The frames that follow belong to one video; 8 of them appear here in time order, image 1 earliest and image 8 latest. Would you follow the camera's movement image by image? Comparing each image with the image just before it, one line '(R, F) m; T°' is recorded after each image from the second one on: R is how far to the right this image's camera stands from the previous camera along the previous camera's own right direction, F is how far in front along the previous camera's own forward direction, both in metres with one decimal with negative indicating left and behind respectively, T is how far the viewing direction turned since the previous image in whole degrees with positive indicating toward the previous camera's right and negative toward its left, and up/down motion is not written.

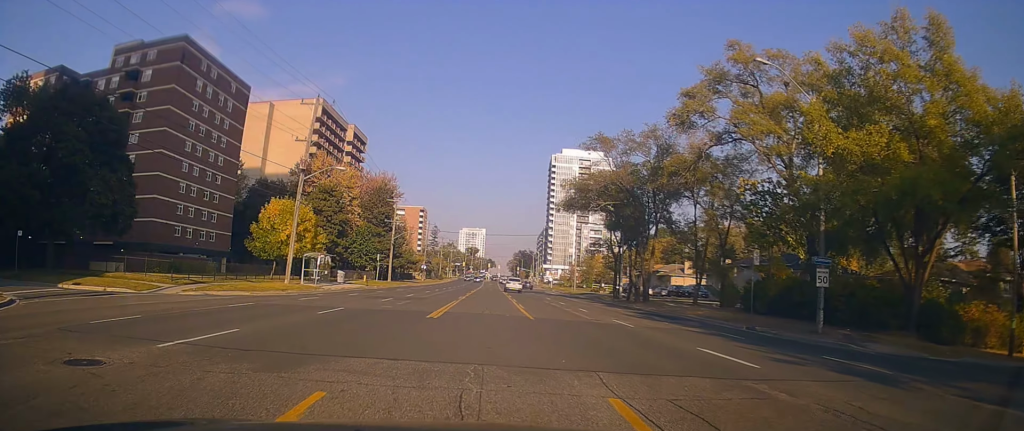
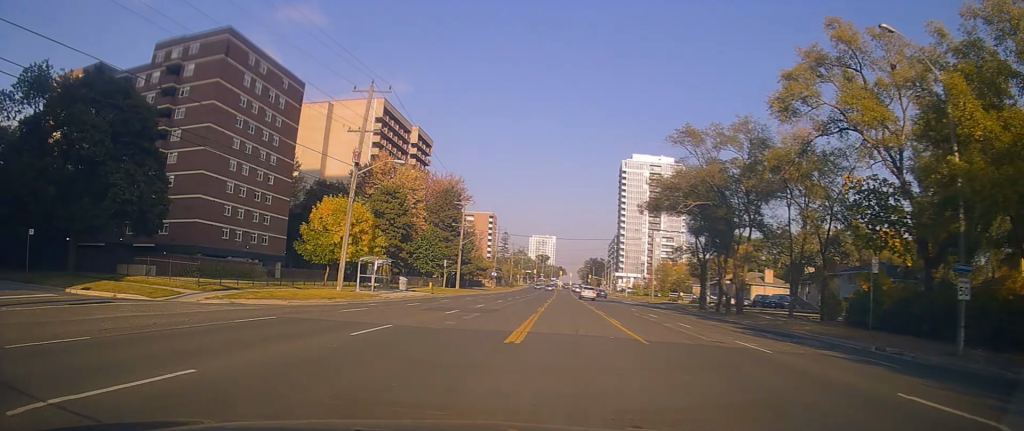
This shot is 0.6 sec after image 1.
(-0.3, +5.3) m; -6°
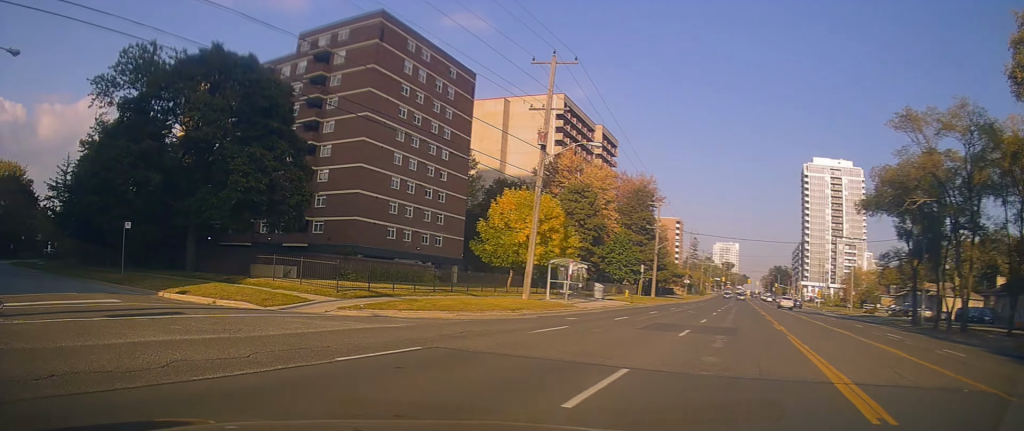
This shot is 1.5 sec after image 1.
(+0.2, +6.9) m; -13°
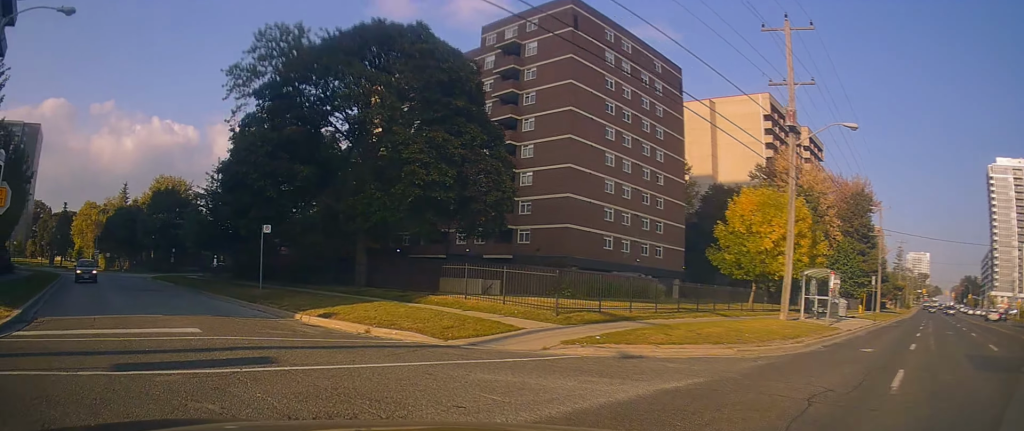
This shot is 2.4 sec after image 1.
(-1.5, +6.6) m; -26°
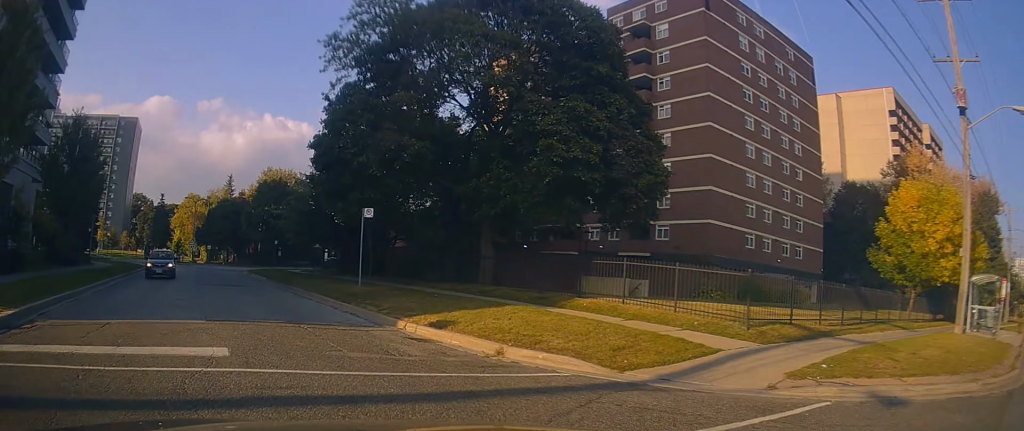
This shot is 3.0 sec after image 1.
(-1.0, +4.2) m; -10°
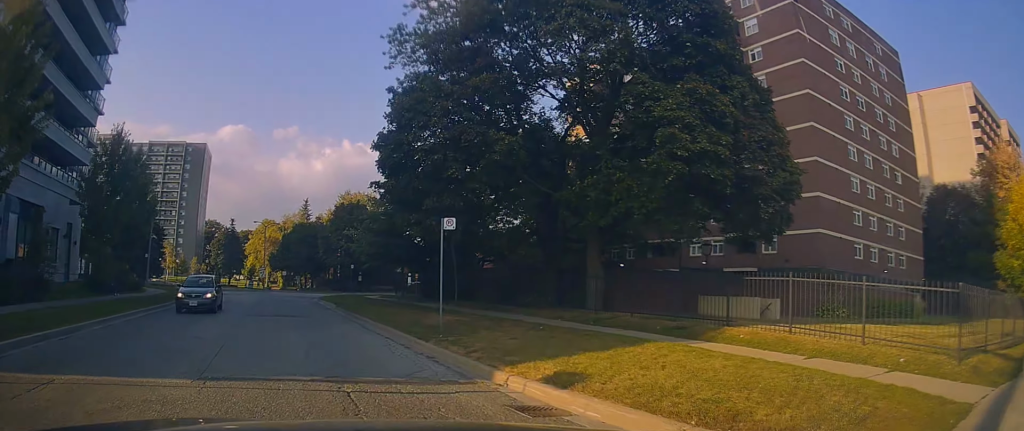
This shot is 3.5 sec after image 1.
(-0.4, +4.1) m; -8°
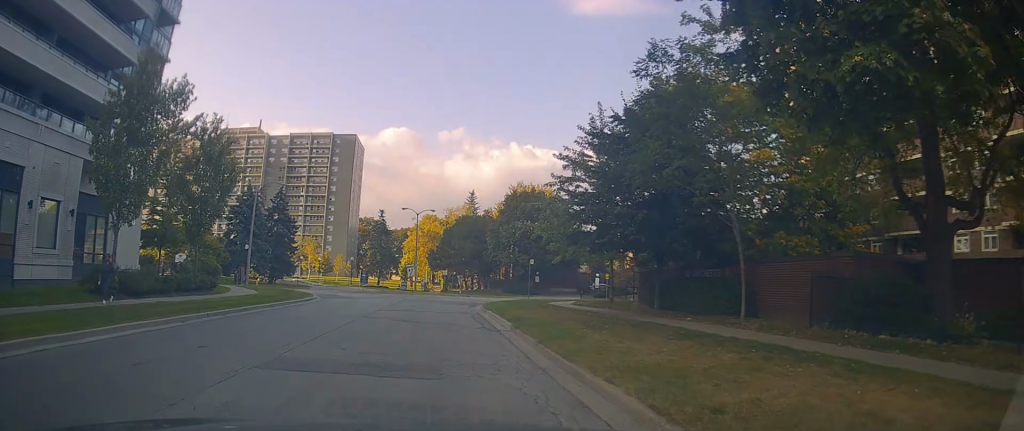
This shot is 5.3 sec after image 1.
(-1.1, +14.1) m; -14°
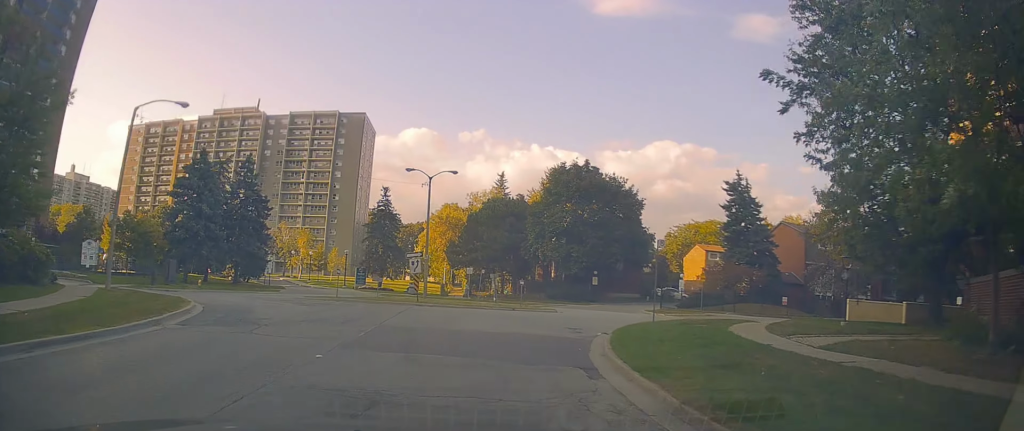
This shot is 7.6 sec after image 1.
(-2.7, +20.5) m; -3°
